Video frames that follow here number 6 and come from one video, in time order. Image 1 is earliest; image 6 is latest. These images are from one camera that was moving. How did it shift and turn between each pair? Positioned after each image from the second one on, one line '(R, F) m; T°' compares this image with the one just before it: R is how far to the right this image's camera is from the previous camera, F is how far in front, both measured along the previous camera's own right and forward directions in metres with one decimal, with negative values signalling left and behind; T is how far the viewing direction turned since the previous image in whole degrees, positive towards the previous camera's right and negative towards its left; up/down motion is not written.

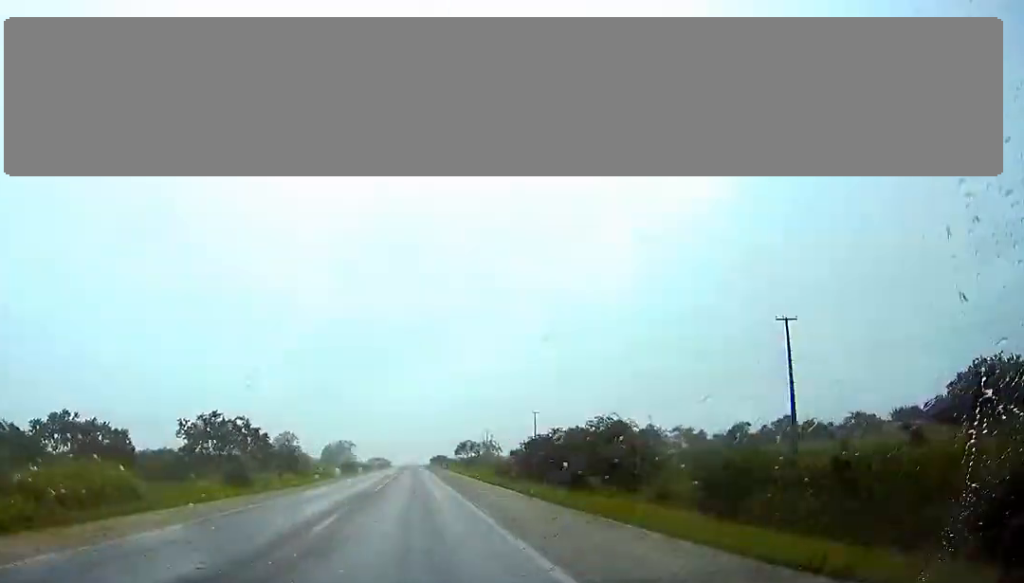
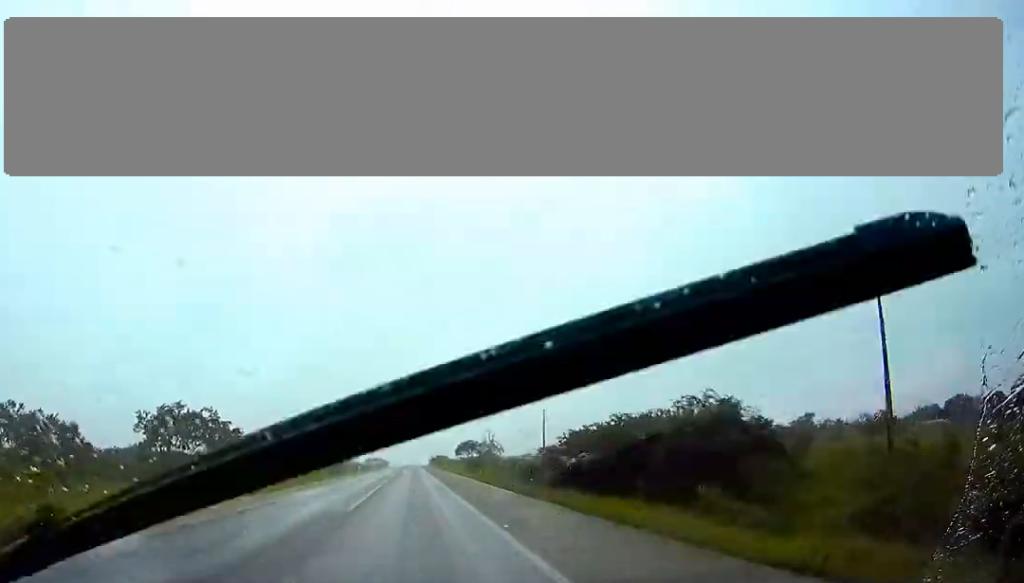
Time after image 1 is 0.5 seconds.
(+0.1, +13.1) m; 0°
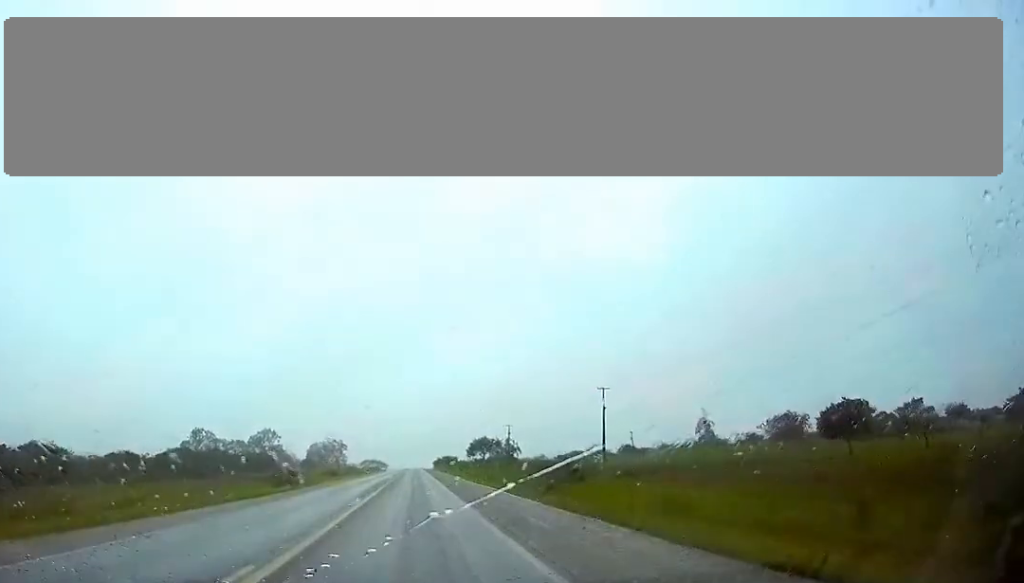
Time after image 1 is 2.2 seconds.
(+0.1, +49.0) m; 0°
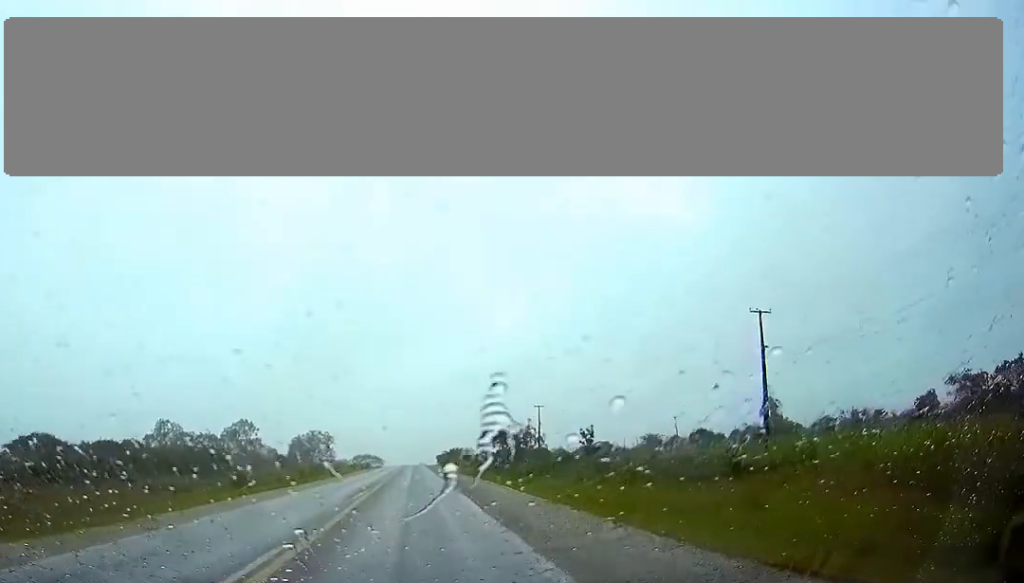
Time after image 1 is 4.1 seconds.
(0.0, +52.7) m; 0°
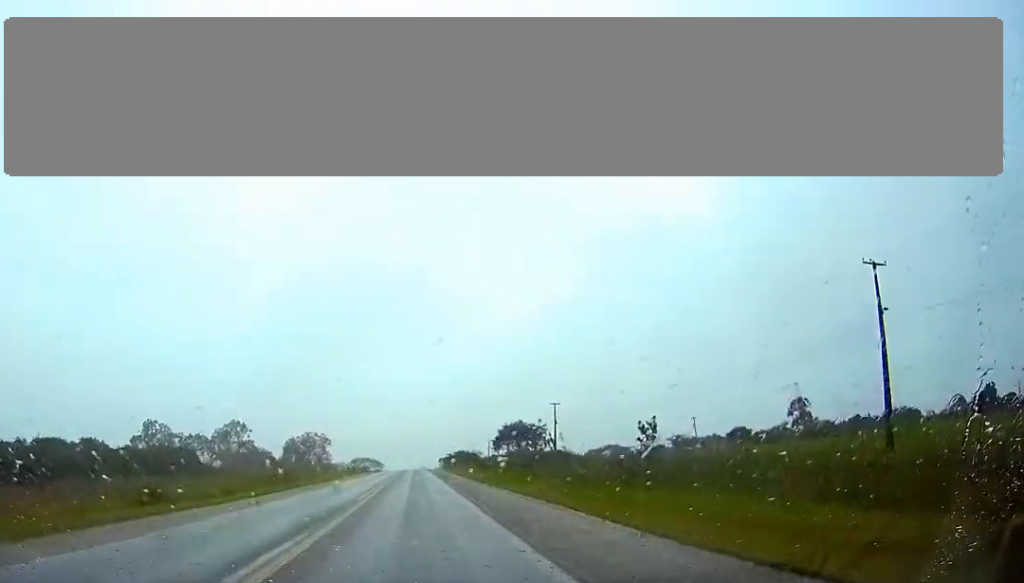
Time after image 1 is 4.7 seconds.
(-0.1, +16.8) m; 0°
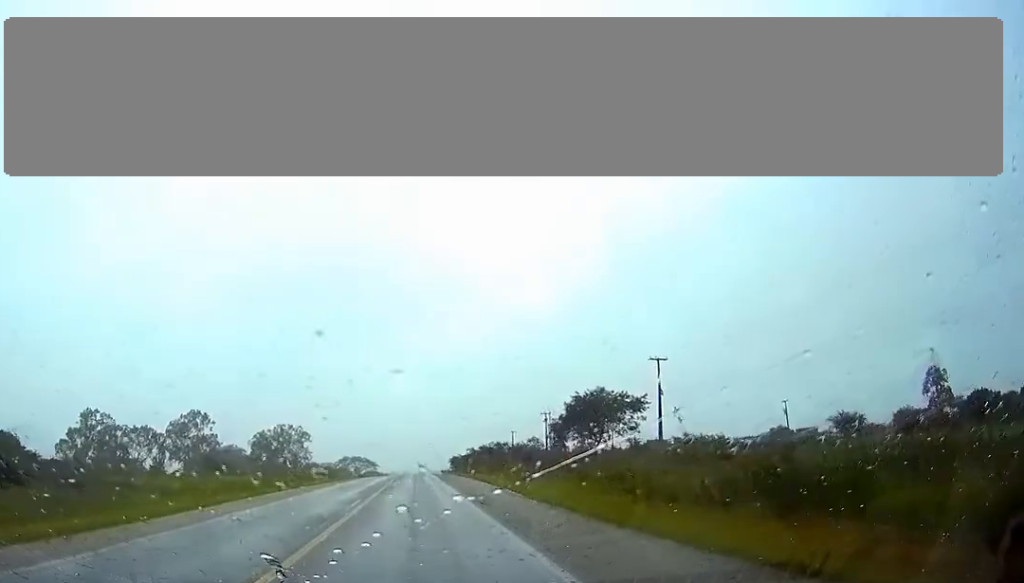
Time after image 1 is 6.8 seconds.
(+0.2, +60.7) m; 0°
